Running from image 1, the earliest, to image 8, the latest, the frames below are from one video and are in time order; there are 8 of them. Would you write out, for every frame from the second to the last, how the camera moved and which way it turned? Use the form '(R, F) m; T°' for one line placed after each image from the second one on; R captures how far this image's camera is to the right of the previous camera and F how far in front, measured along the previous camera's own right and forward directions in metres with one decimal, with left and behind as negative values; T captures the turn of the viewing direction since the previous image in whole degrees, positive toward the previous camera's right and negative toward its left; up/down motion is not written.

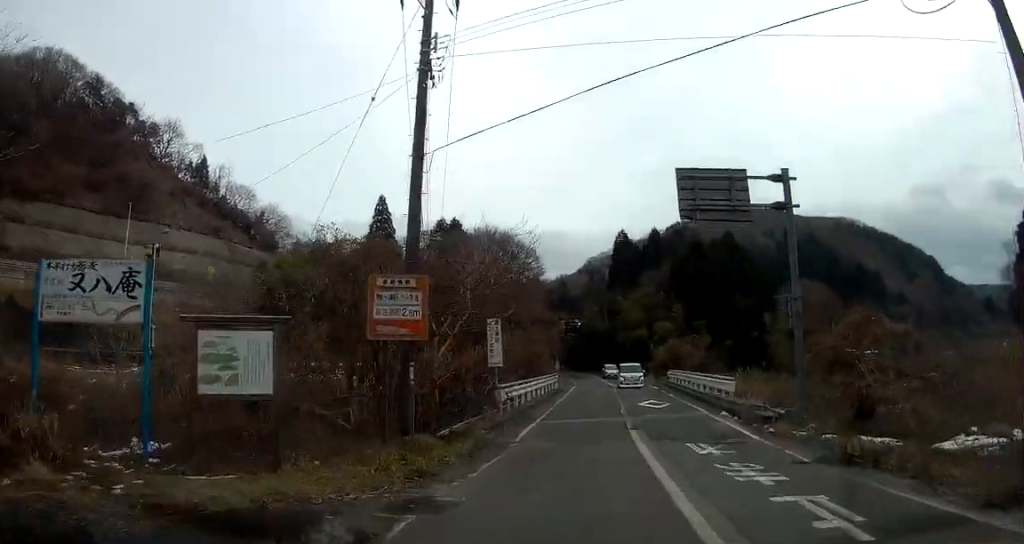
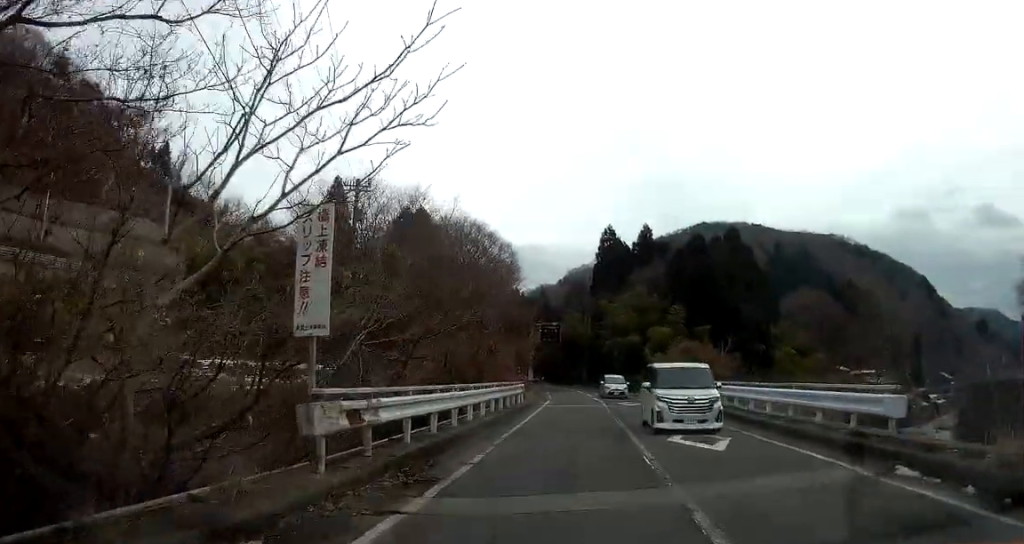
(-0.3, +14.1) m; -1°
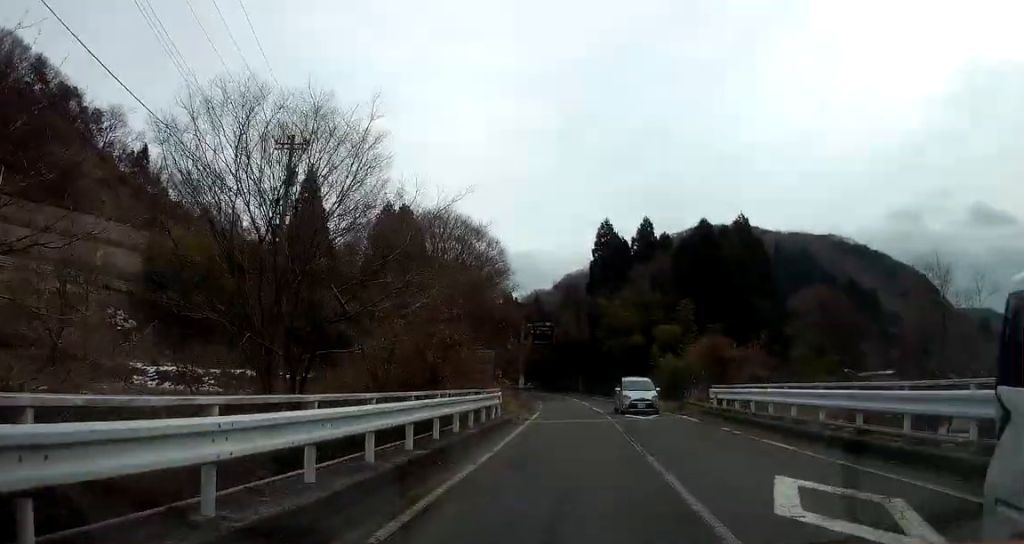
(0.0, +8.2) m; 0°
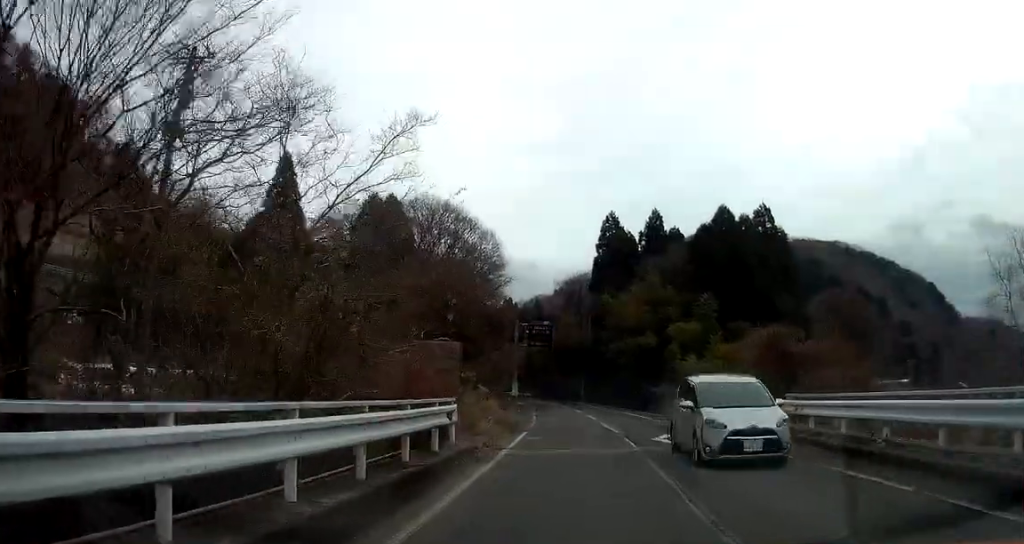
(+0.1, +9.0) m; +1°
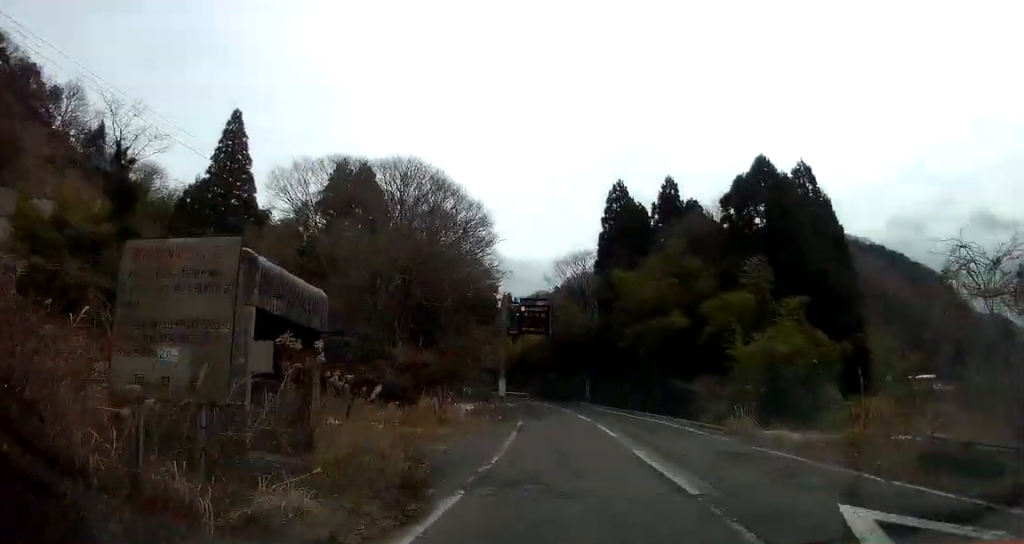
(0.0, +13.9) m; -1°
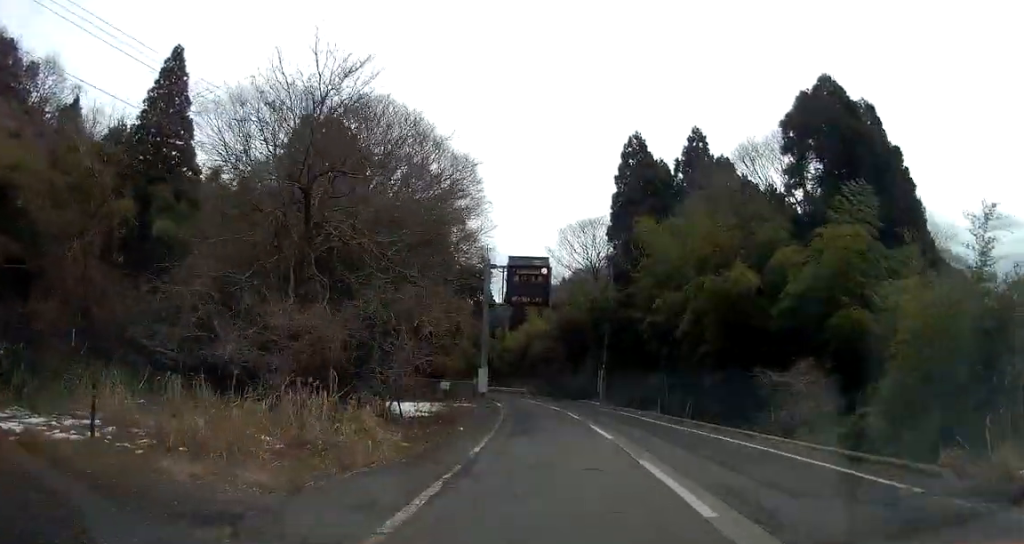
(-0.2, +13.6) m; -1°
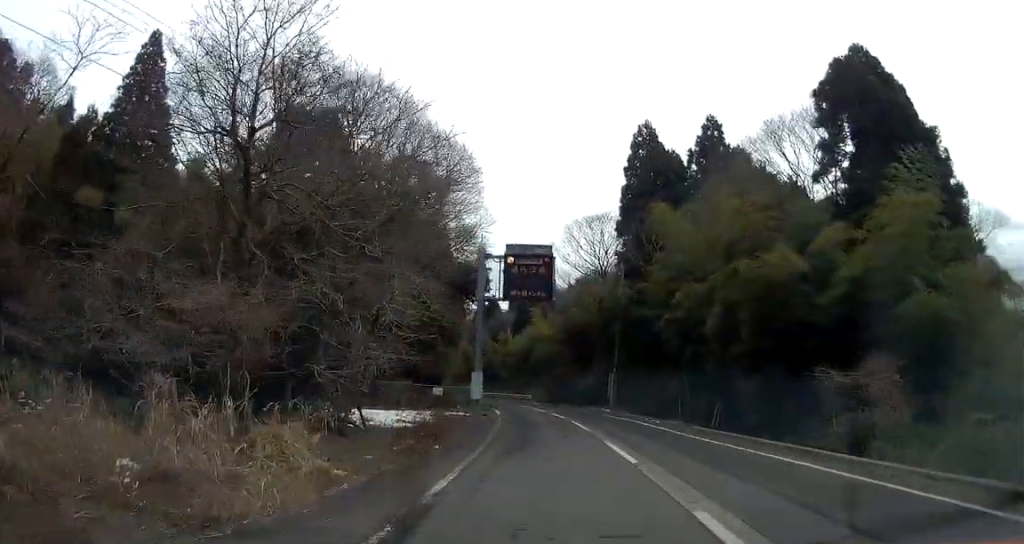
(0.0, +4.9) m; -1°
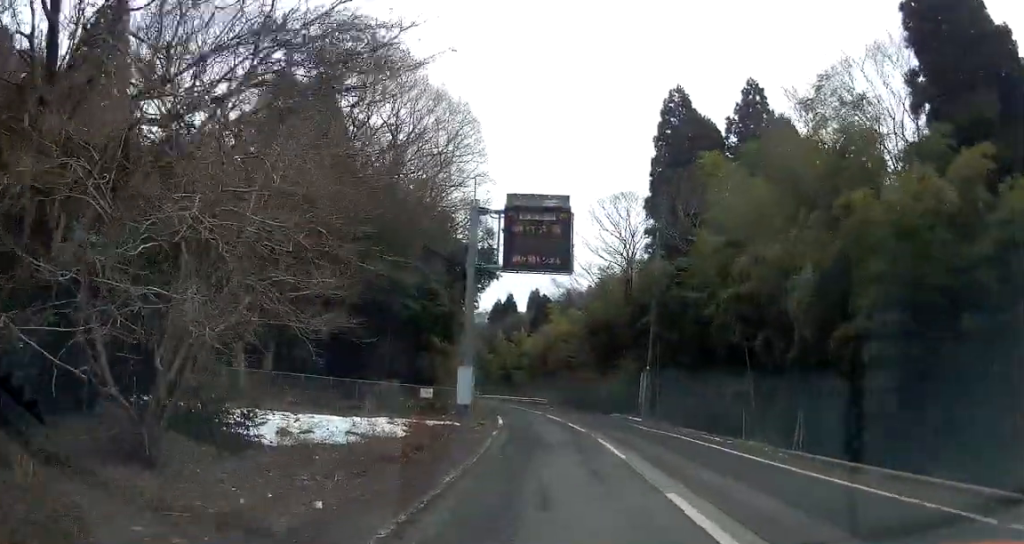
(+0.1, +8.3) m; -2°
